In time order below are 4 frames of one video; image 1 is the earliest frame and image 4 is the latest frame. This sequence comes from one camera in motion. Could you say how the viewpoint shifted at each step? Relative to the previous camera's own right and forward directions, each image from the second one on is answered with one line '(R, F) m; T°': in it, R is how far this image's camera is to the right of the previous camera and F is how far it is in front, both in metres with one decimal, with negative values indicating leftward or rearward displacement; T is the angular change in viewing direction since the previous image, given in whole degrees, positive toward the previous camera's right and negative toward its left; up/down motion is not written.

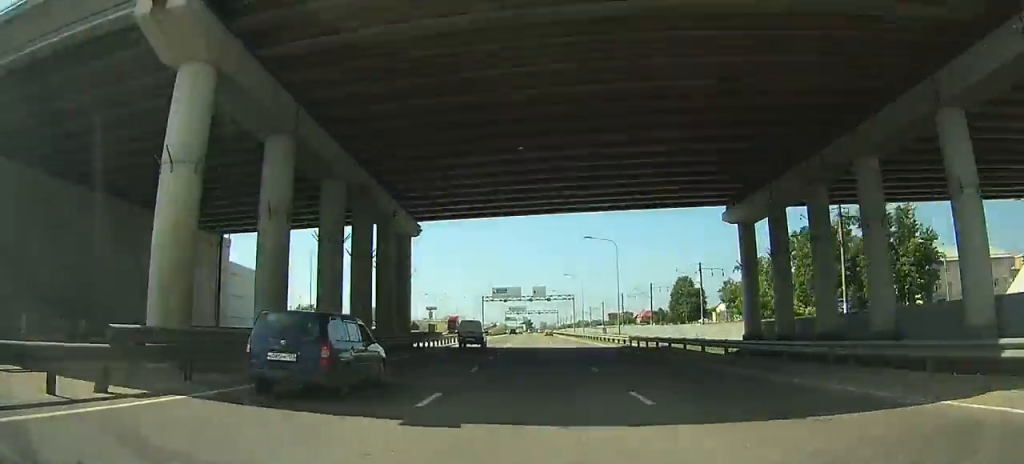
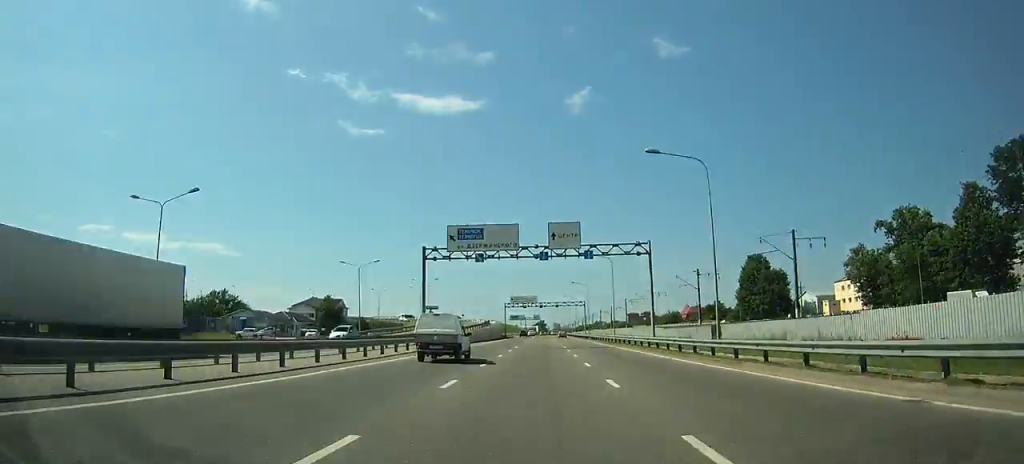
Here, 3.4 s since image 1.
(-1.2, +66.8) m; -1°
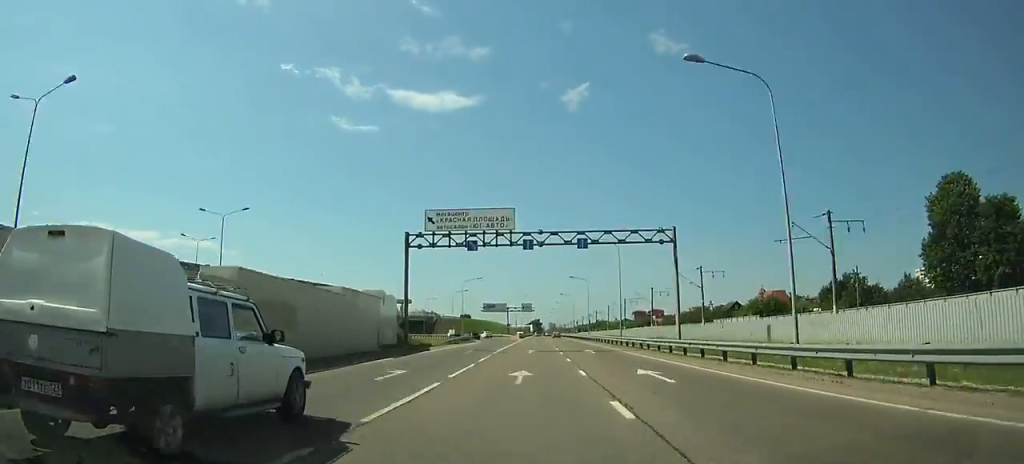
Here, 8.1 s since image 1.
(+0.4, +94.7) m; +1°
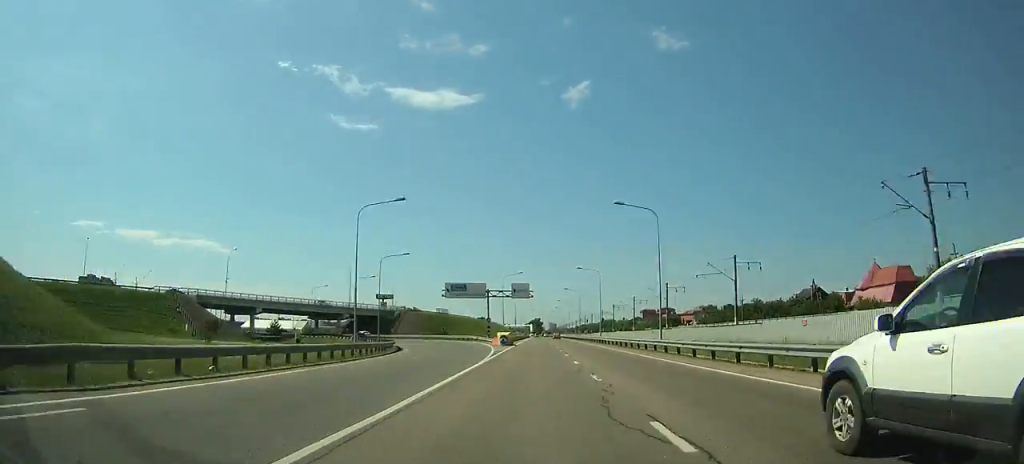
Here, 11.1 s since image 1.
(+0.2, +59.0) m; 0°
